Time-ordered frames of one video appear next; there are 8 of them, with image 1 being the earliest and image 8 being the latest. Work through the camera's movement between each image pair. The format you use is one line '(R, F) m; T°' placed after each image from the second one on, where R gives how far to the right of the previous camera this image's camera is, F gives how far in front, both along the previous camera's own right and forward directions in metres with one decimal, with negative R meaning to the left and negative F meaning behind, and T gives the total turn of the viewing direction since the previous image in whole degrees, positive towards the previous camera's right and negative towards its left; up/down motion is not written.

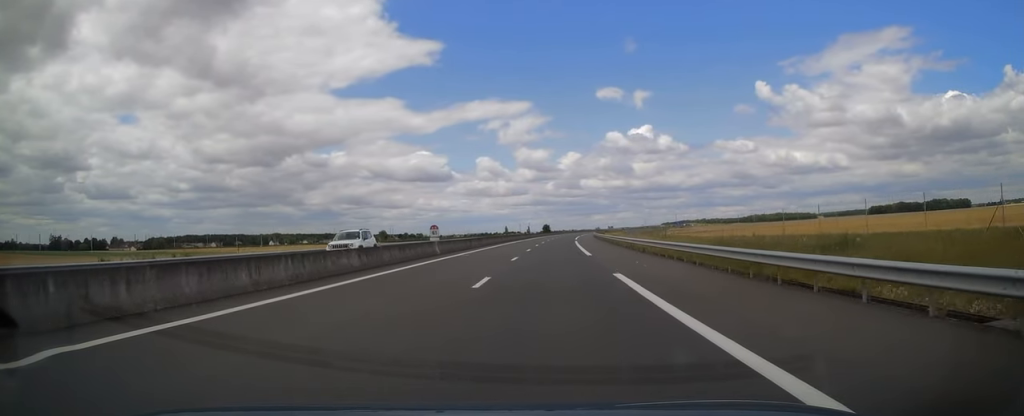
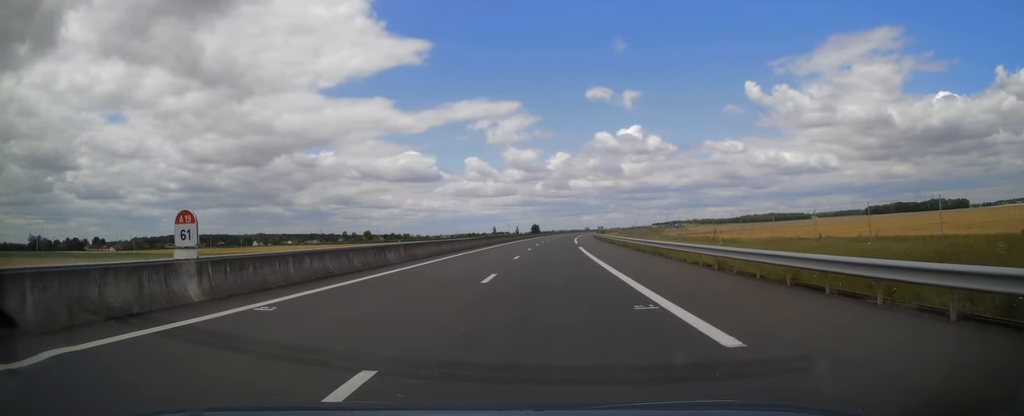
(-0.4, +24.3) m; +1°
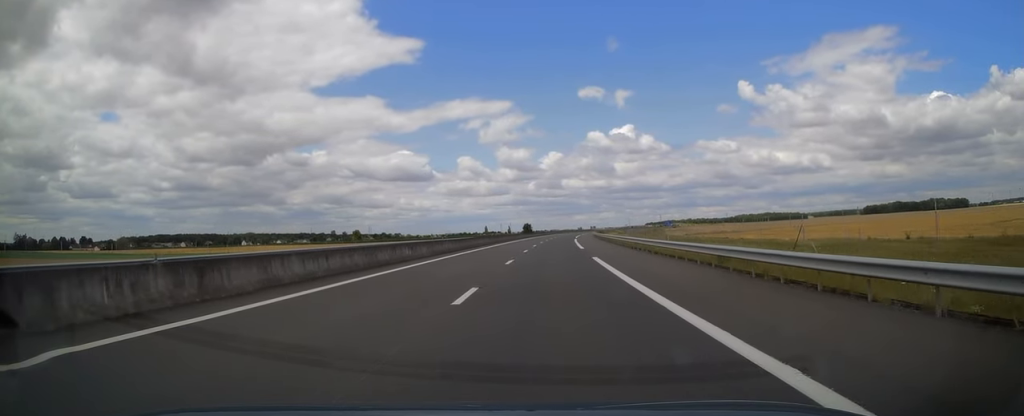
(+0.4, +17.5) m; +1°
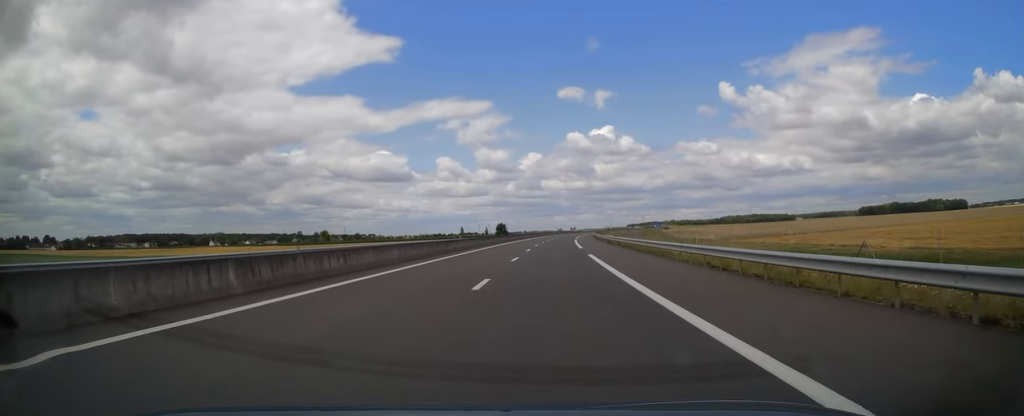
(+1.0, +48.8) m; +2°
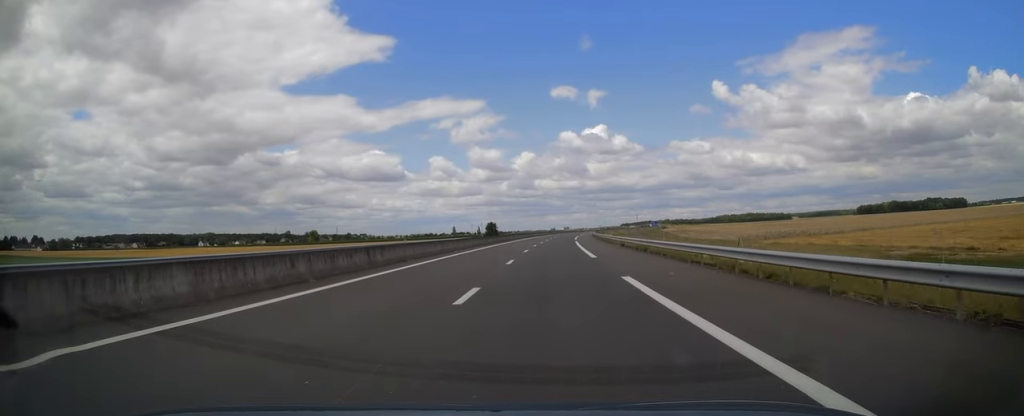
(+0.2, +15.6) m; 0°
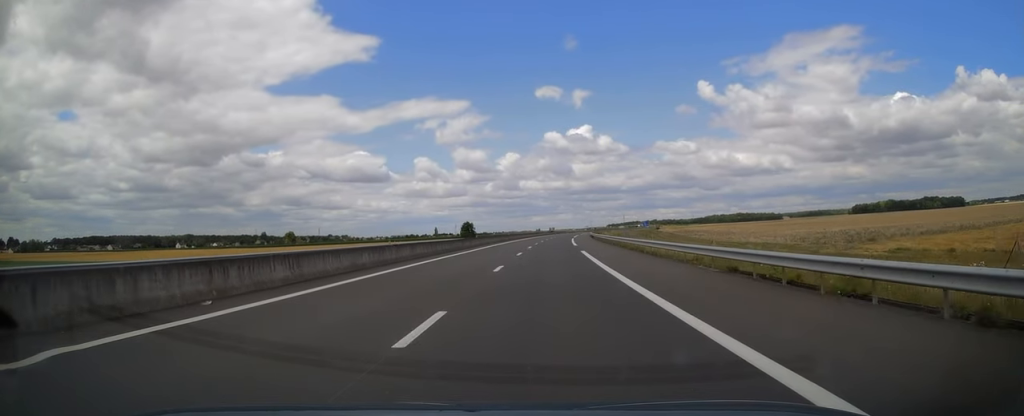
(+0.2, +29.7) m; +1°
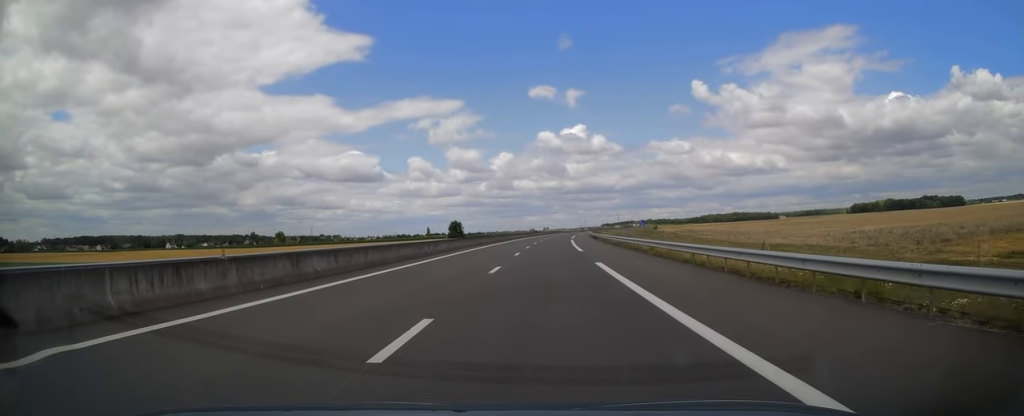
(0.0, +13.7) m; +1°
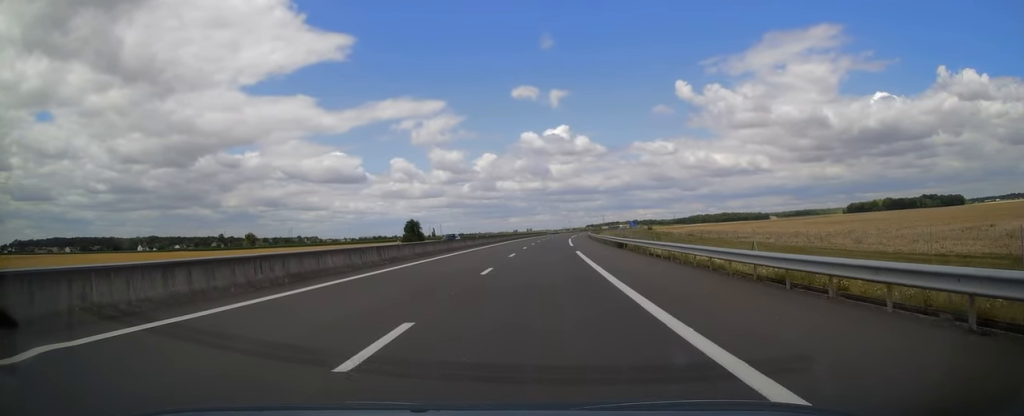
(+0.9, +39.1) m; +2°
